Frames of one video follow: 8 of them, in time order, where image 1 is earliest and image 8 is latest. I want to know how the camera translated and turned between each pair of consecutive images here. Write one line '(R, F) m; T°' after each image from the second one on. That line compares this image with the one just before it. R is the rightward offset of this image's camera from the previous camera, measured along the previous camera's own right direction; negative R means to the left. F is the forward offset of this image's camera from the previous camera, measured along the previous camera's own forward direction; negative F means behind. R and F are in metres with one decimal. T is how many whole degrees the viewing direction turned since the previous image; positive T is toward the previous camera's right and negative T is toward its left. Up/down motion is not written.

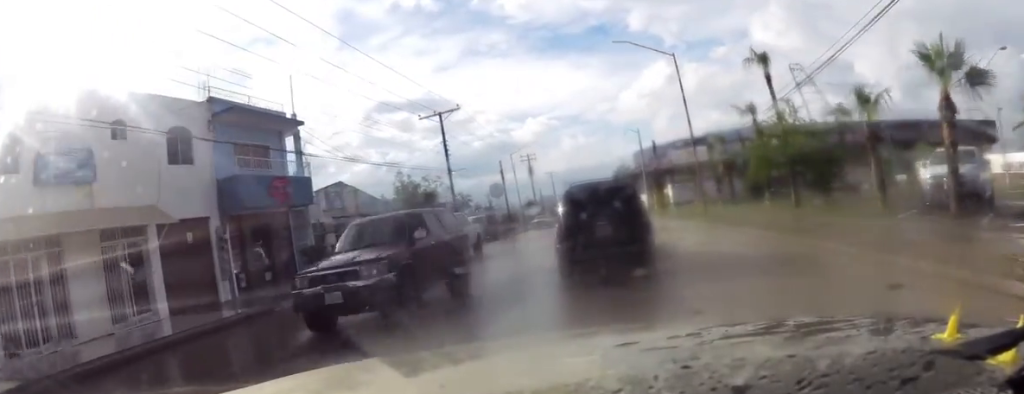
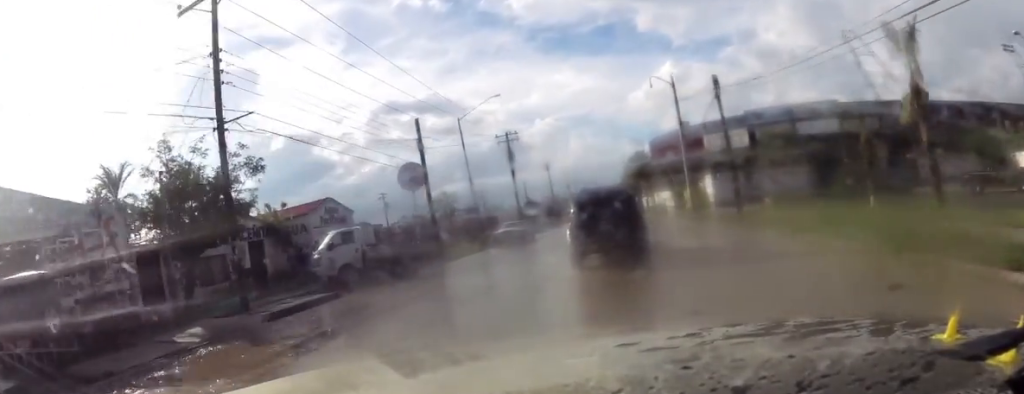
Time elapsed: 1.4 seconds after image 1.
(+0.7, +25.2) m; -1°
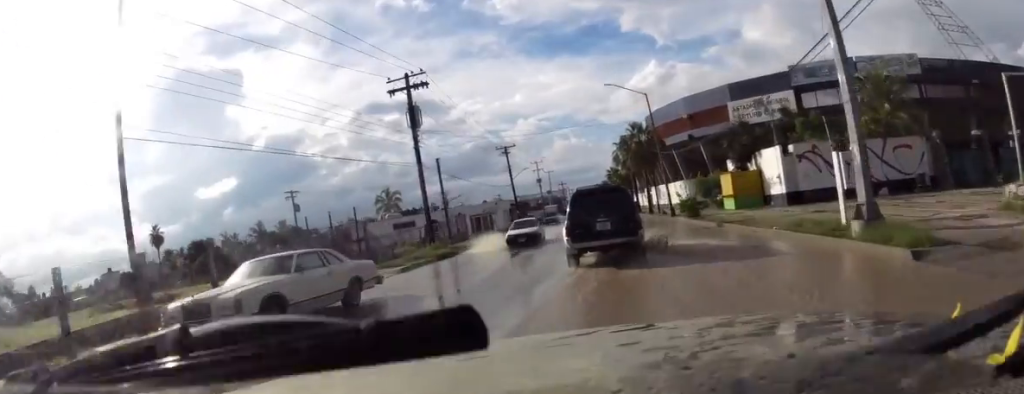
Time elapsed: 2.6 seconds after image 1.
(-0.7, +24.4) m; -1°
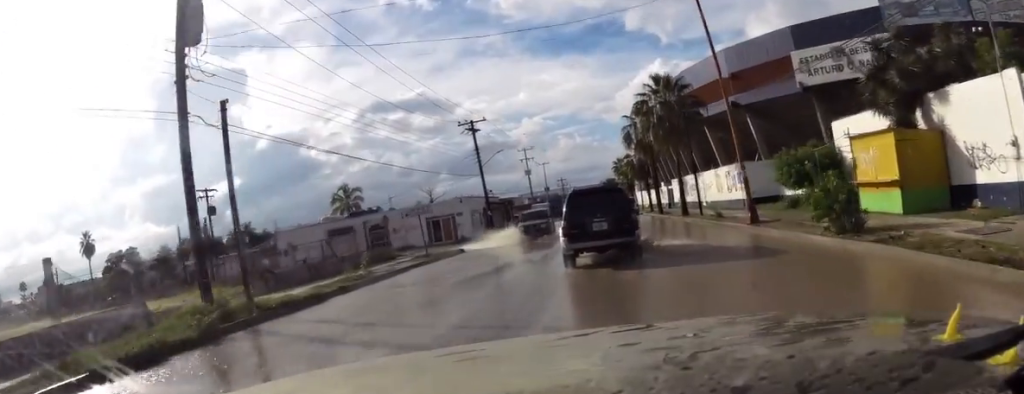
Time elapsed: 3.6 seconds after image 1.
(+0.5, +18.8) m; -1°
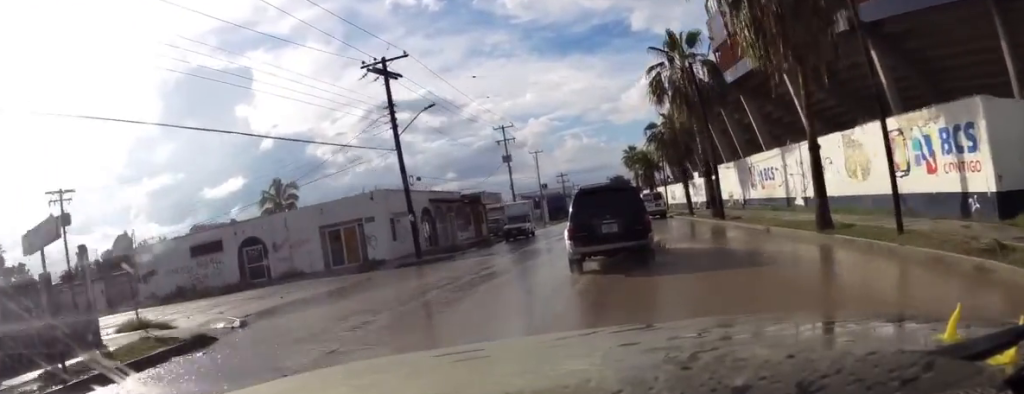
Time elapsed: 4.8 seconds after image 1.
(-0.6, +21.7) m; -1°
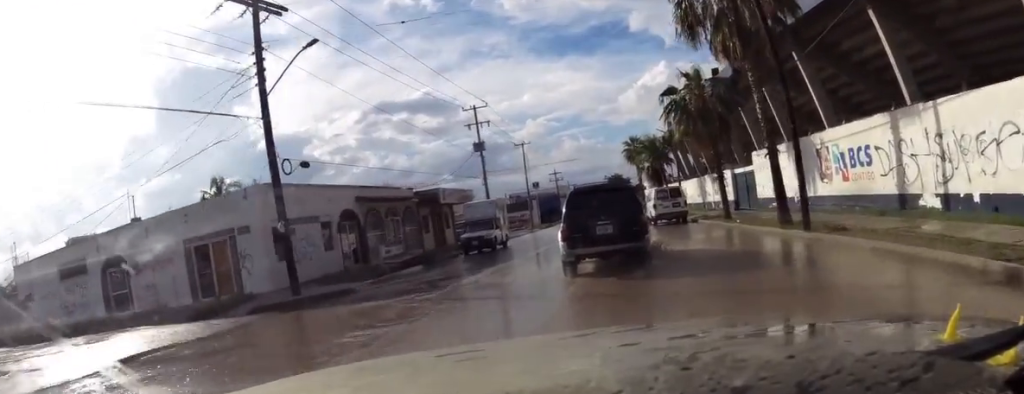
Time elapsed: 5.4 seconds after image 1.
(+0.7, +11.2) m; -1°
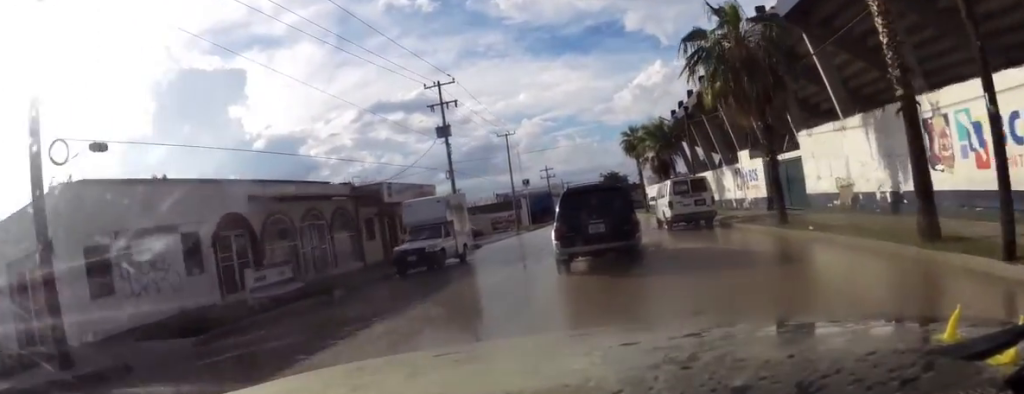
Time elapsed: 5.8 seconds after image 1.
(-0.5, +9.0) m; 0°
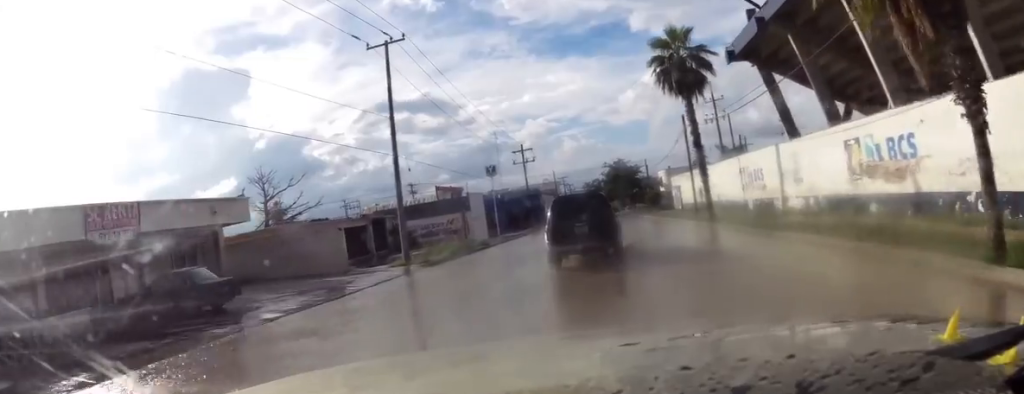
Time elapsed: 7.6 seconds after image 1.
(+1.2, +35.2) m; +3°
